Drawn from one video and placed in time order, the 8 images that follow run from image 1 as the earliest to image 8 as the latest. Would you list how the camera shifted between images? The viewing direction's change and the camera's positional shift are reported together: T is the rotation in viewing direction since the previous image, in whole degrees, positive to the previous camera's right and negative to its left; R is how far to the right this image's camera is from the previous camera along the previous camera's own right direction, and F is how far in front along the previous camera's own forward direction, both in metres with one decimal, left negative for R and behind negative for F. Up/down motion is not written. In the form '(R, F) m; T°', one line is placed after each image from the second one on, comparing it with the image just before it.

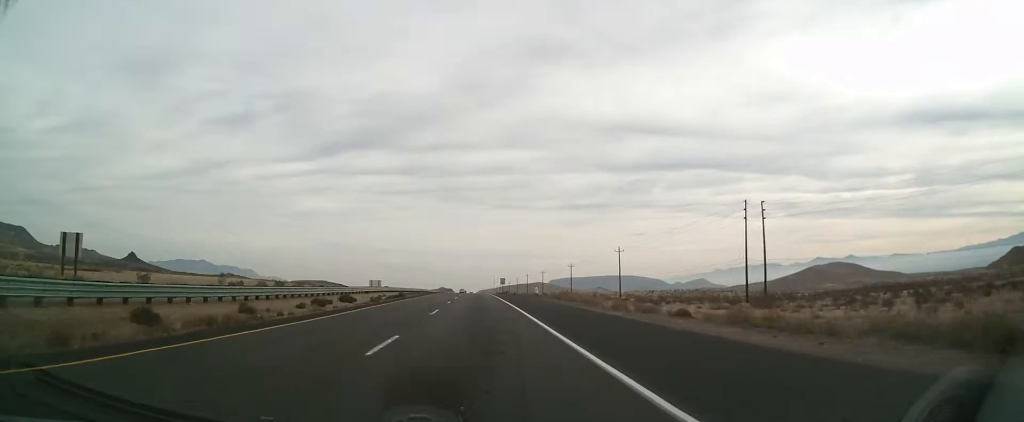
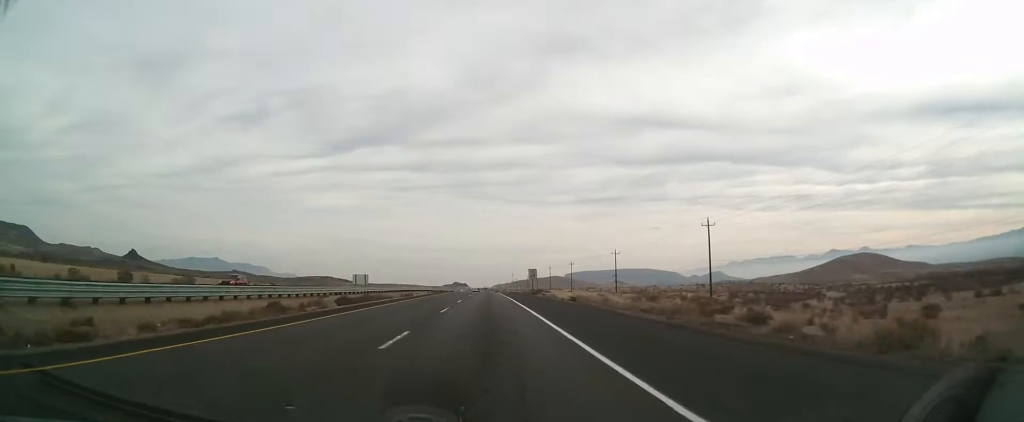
(-0.1, +57.3) m; -1°
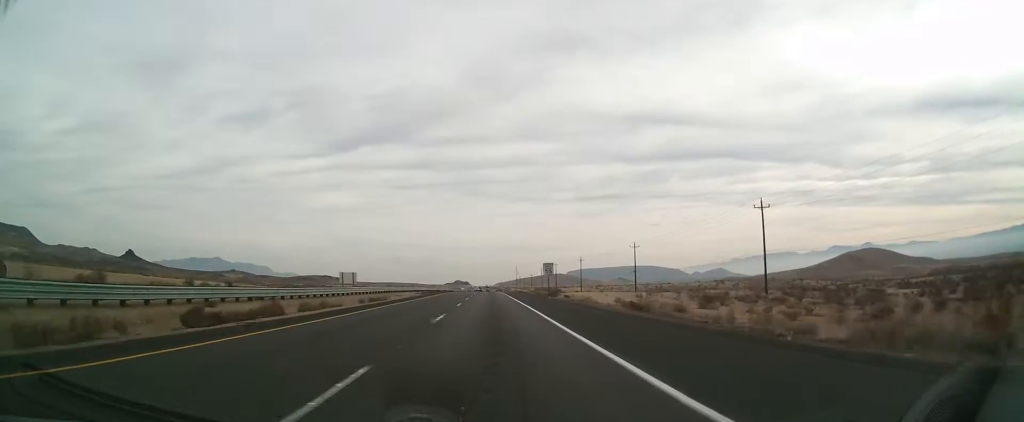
(-0.2, +21.0) m; -1°
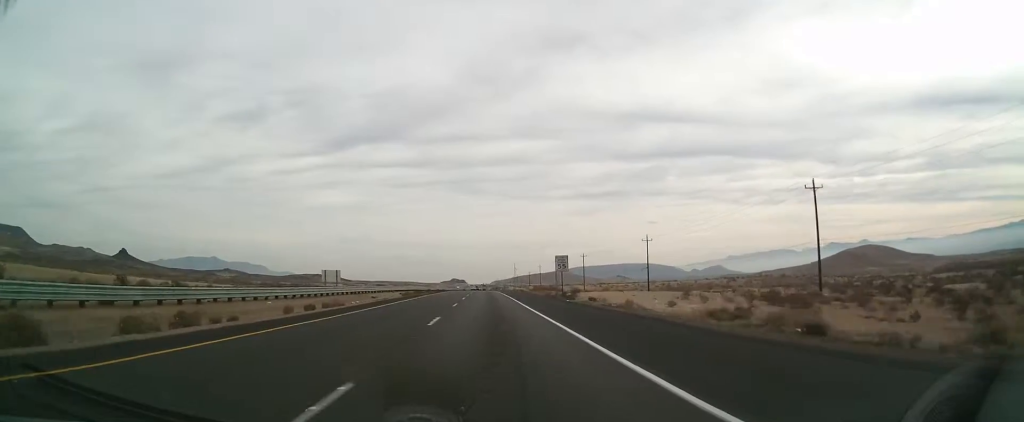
(-0.2, +15.9) m; 0°
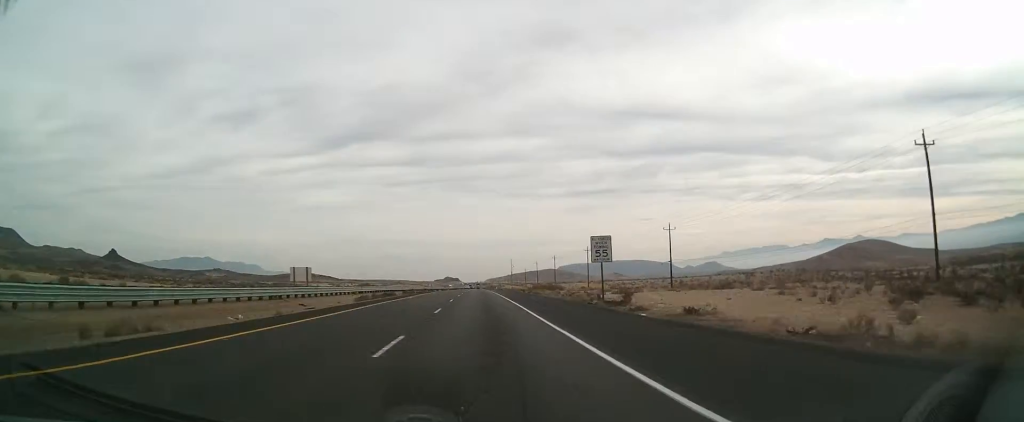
(-0.3, +22.3) m; 0°
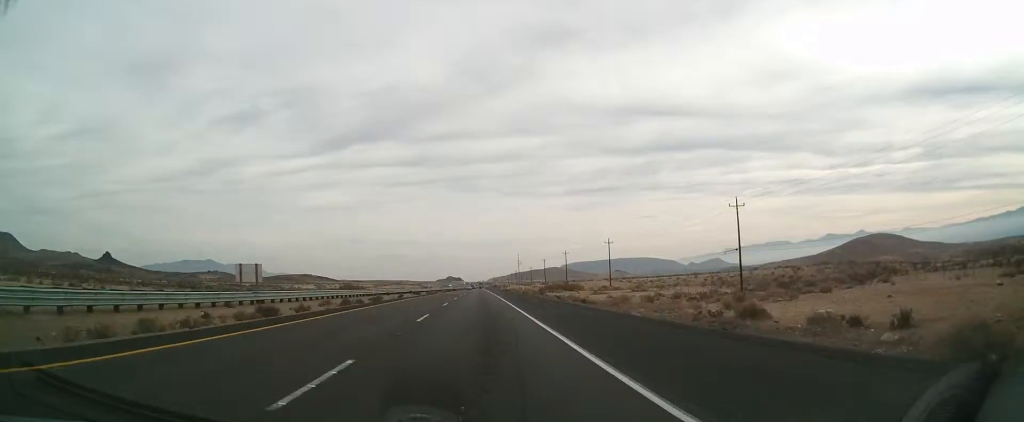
(+0.4, +33.4) m; +1°
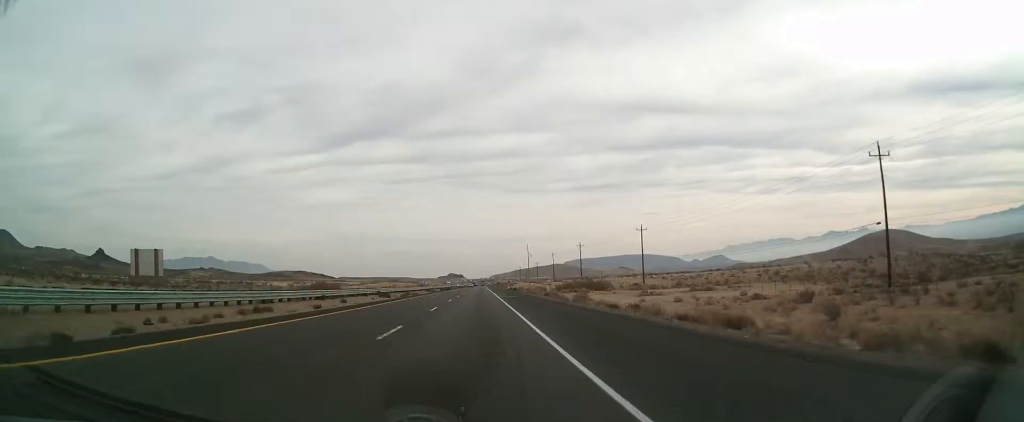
(0.0, +35.8) m; 0°
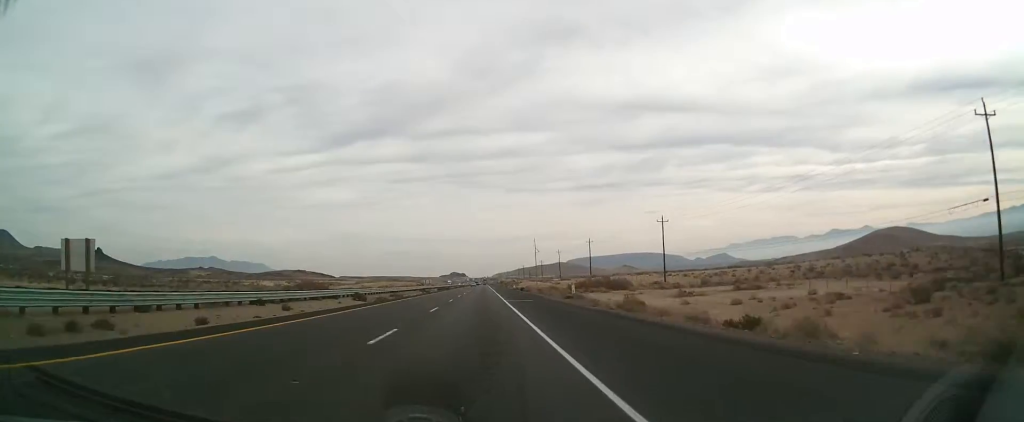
(0.0, +15.3) m; 0°
